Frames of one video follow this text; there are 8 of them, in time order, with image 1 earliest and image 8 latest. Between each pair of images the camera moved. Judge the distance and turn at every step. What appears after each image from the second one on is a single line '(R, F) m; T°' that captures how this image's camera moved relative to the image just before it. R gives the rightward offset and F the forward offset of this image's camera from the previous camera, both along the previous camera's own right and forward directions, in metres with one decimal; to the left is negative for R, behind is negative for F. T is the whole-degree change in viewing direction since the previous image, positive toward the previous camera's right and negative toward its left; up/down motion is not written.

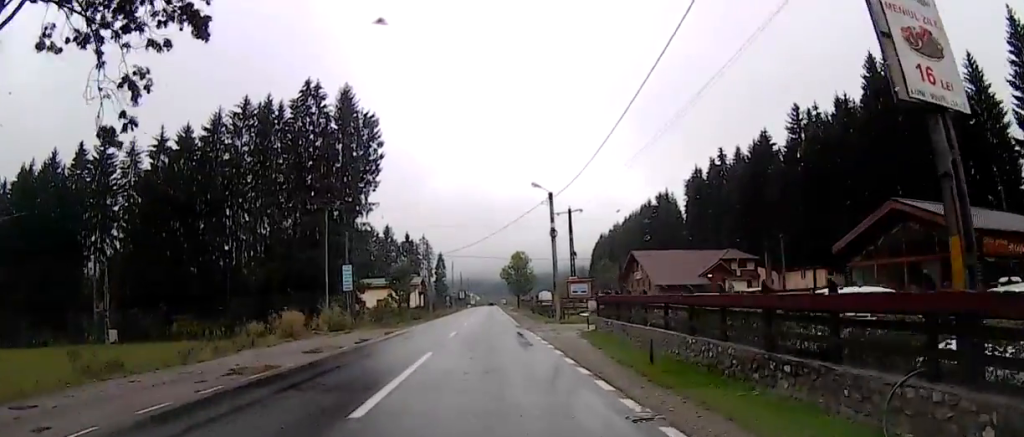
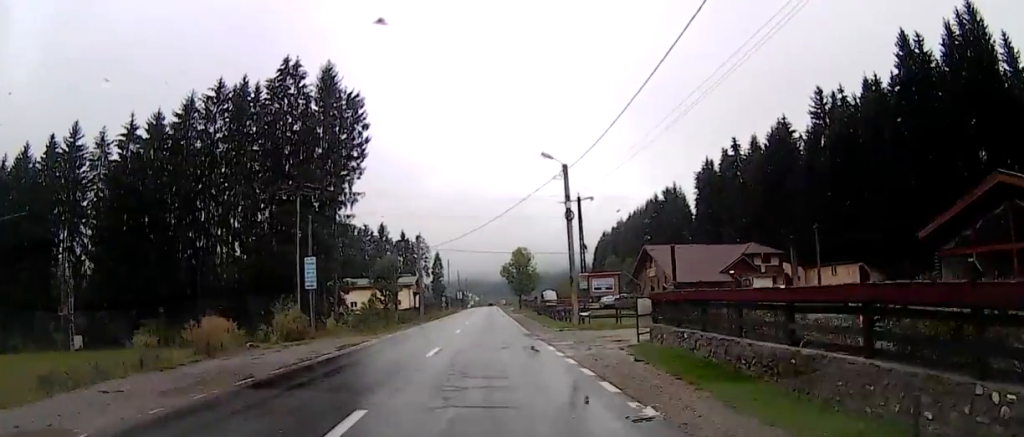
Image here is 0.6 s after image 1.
(-0.3, +7.4) m; 0°
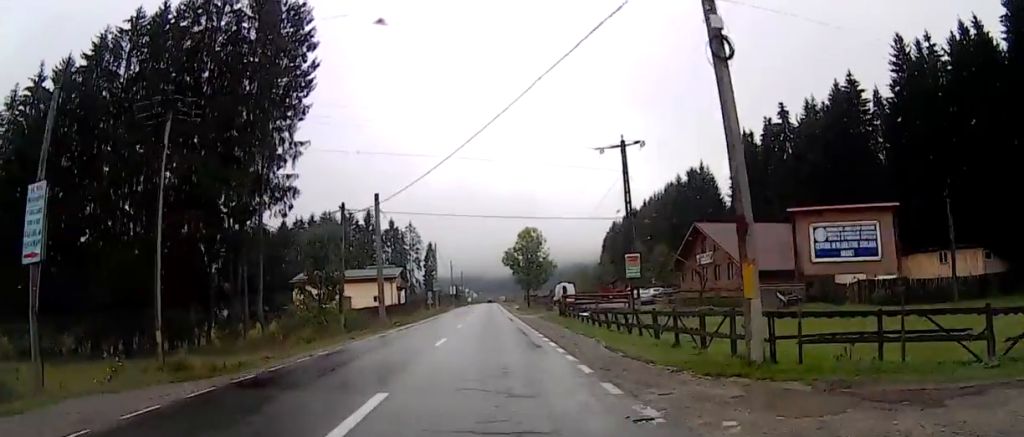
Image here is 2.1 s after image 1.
(+0.7, +19.9) m; 0°
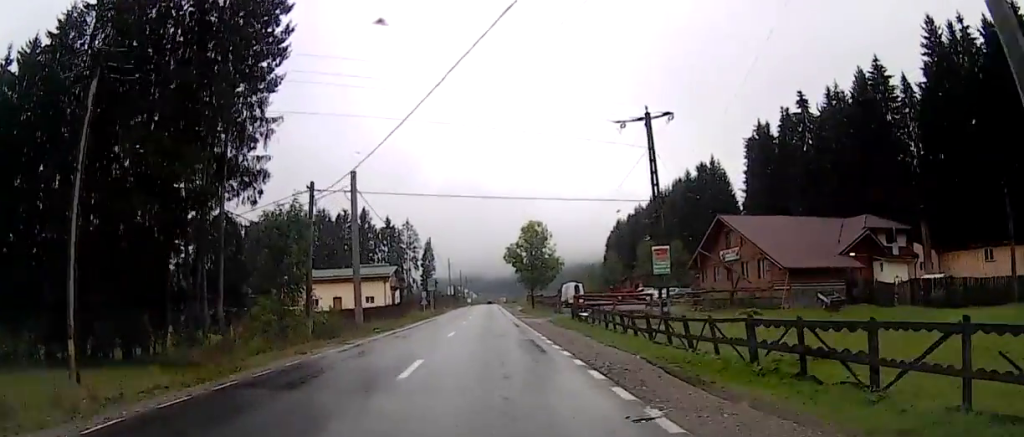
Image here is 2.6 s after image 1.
(+0.2, +6.6) m; -2°
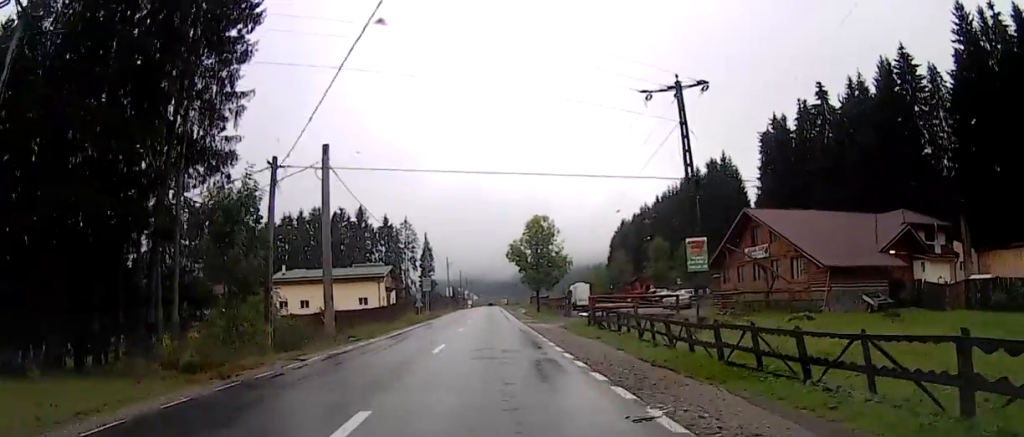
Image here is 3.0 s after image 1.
(-0.3, +6.2) m; 0°
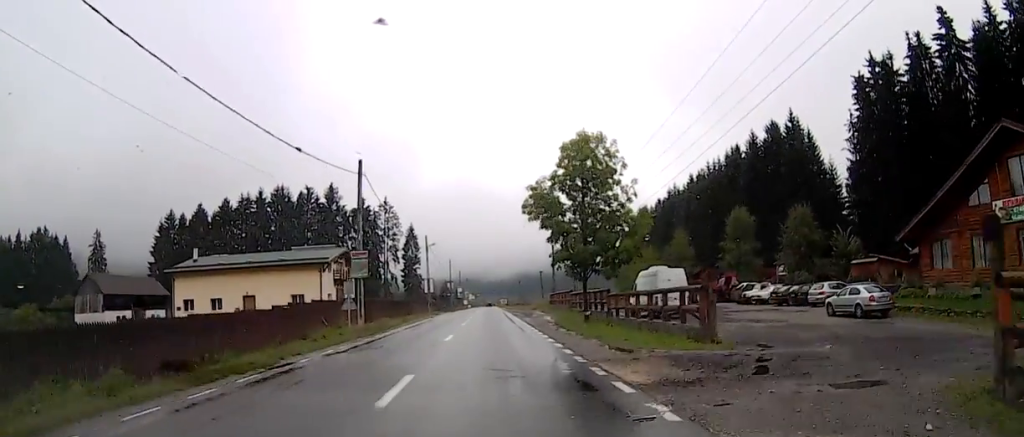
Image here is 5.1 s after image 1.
(+0.4, +30.4) m; +2°
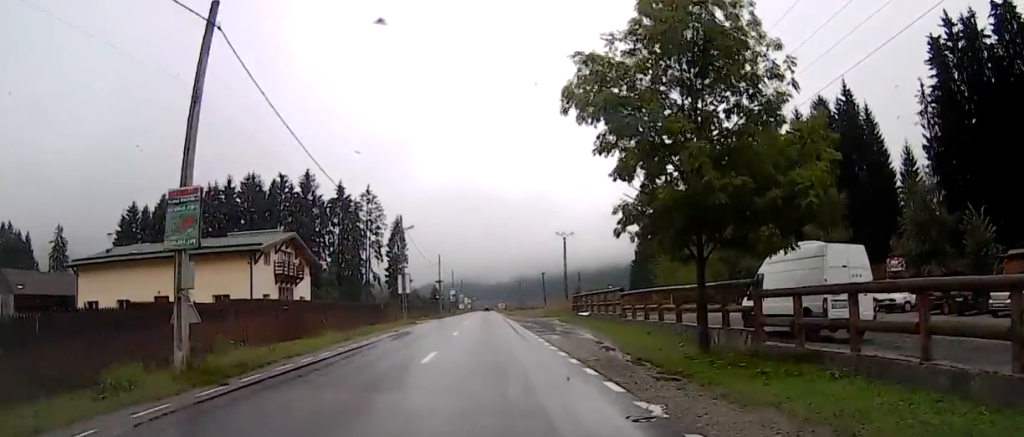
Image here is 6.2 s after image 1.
(-0.1, +17.3) m; +1°
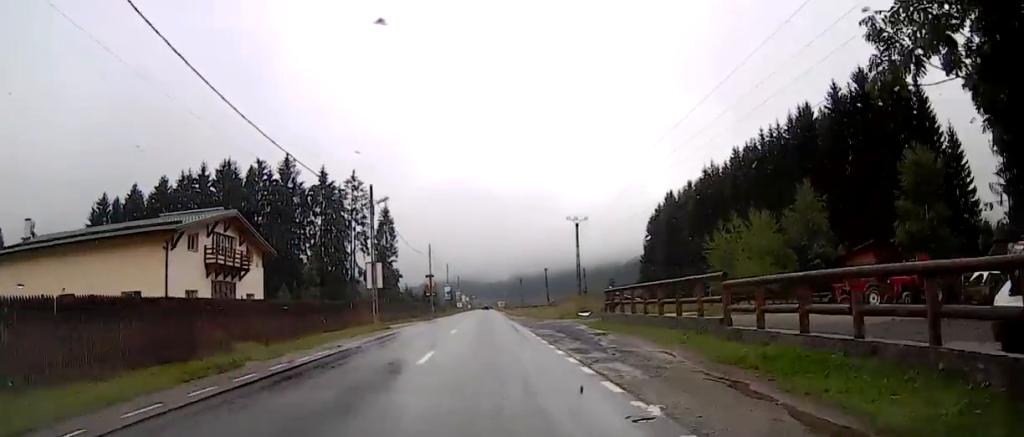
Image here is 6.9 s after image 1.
(+0.1, +11.9) m; +1°
